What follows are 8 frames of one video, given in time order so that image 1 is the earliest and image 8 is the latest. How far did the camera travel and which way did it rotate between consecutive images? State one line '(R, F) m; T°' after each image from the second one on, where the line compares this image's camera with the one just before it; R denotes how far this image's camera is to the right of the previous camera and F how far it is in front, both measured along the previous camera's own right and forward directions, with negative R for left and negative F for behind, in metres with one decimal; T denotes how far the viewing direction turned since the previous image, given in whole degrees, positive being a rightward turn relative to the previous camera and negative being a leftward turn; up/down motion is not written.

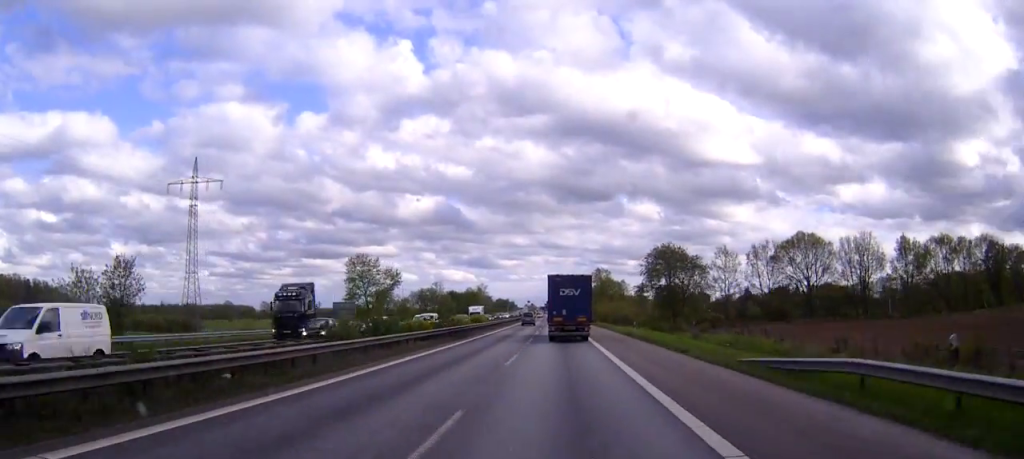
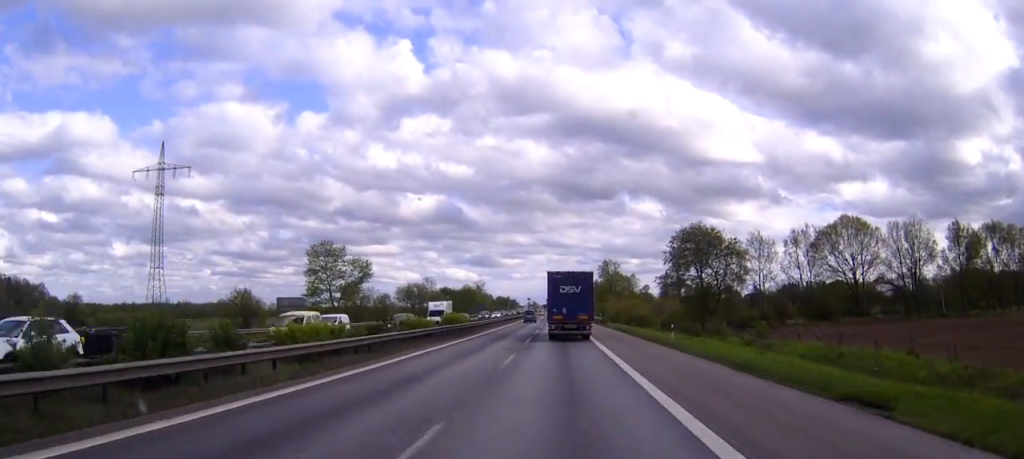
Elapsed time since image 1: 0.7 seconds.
(+0.1, +19.1) m; 0°
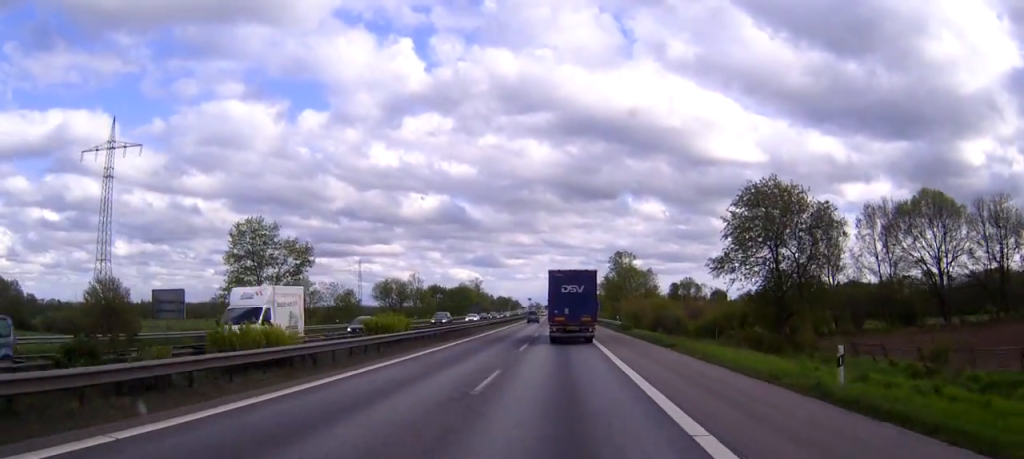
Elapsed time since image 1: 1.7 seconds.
(0.0, +24.7) m; 0°
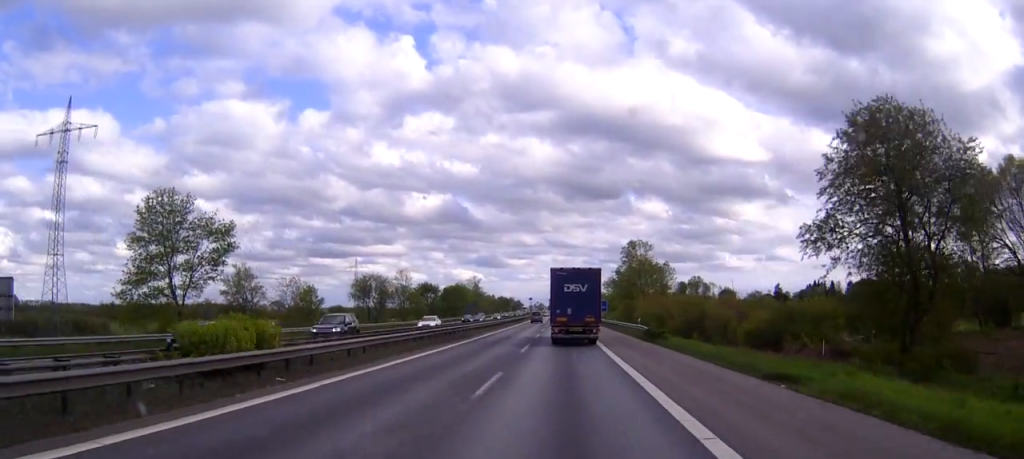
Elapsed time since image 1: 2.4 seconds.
(0.0, +18.6) m; 0°
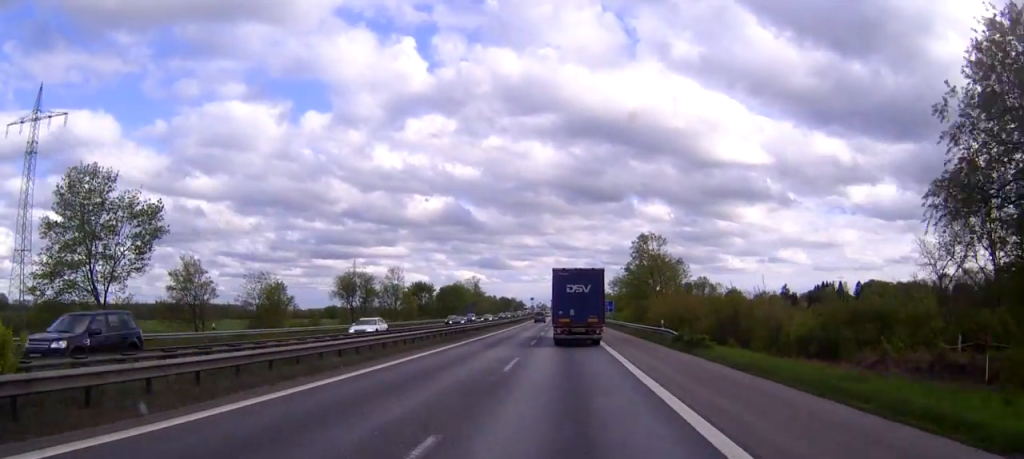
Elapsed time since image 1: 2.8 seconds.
(0.0, +11.5) m; 0°
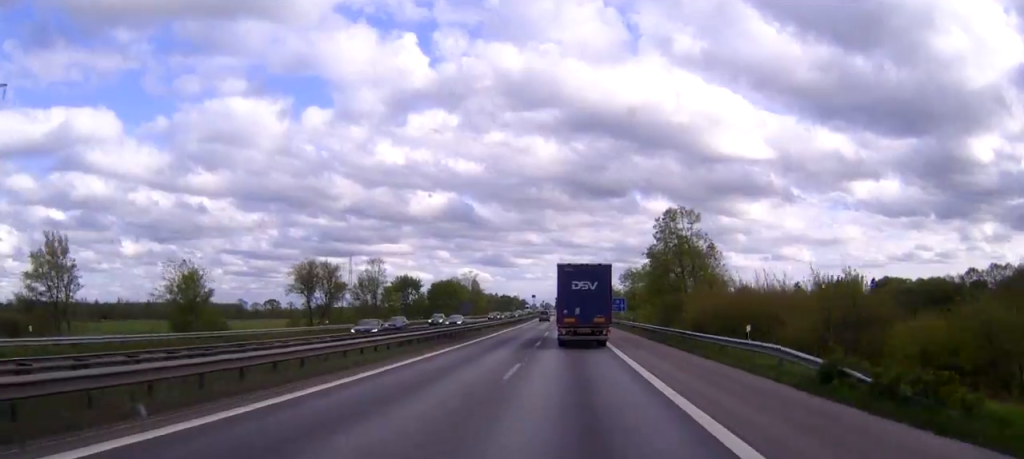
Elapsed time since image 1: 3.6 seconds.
(0.0, +20.4) m; 0°
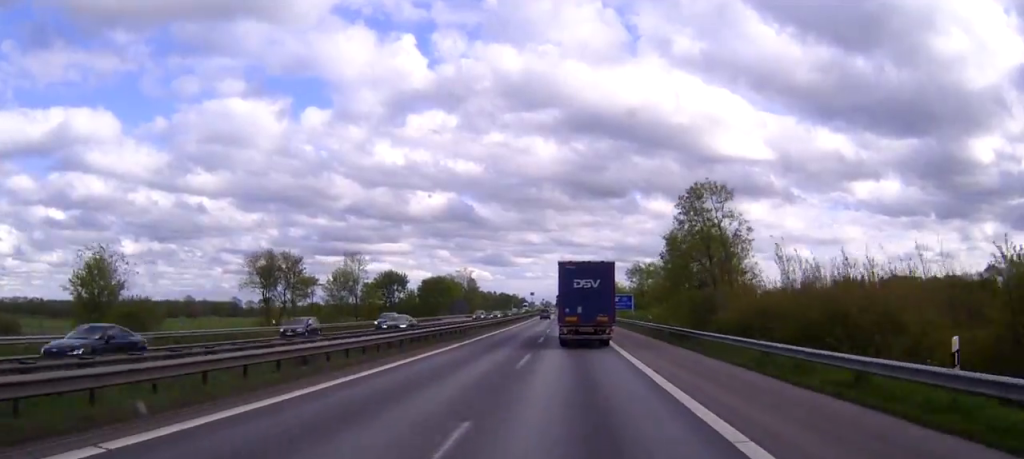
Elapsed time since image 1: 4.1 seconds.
(0.0, +14.2) m; 0°
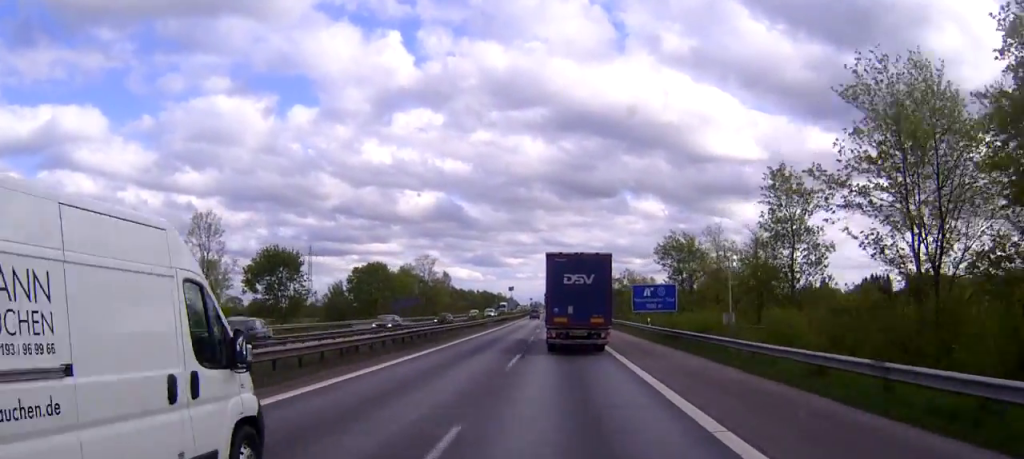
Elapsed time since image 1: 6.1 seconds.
(0.0, +53.6) m; 0°
